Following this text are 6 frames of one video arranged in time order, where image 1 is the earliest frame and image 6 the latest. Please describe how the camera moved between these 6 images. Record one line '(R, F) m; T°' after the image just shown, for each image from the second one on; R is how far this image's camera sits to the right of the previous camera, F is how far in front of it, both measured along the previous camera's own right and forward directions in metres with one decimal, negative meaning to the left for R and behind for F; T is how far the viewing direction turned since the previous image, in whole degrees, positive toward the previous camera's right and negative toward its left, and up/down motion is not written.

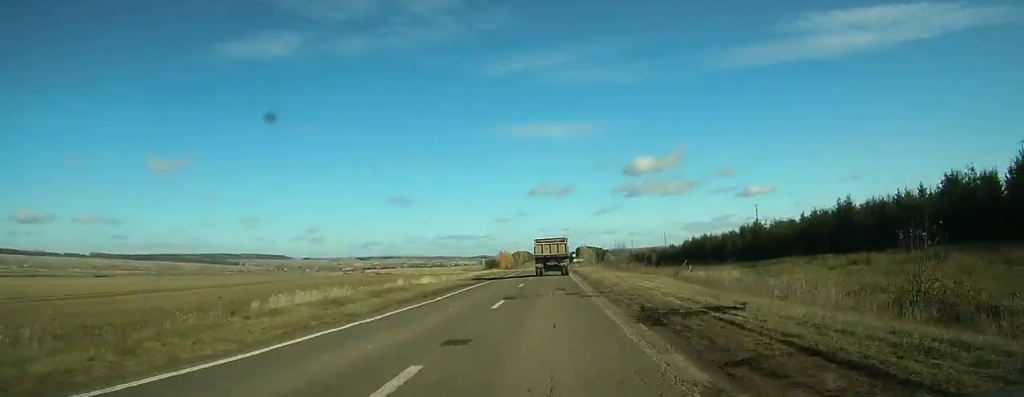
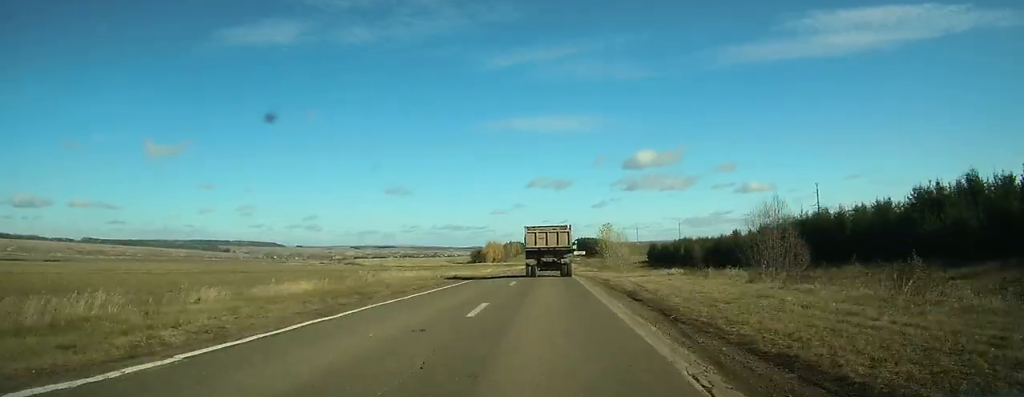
(-0.2, +65.5) m; -1°
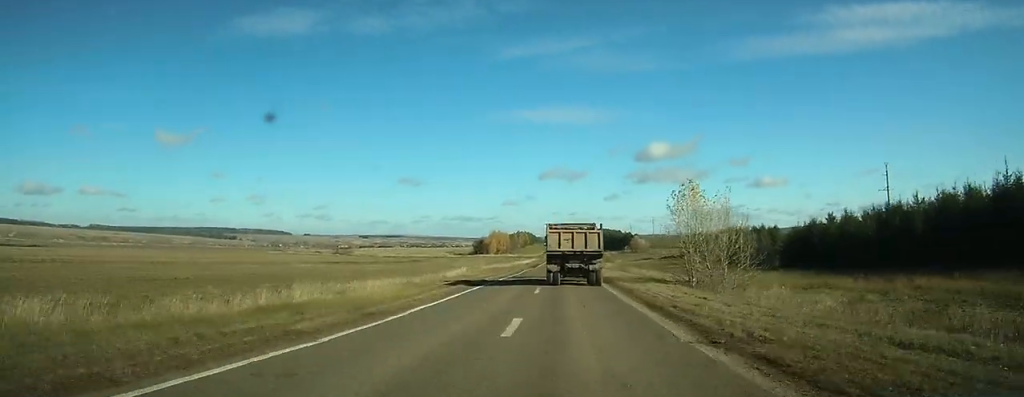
(-0.3, +39.0) m; 0°
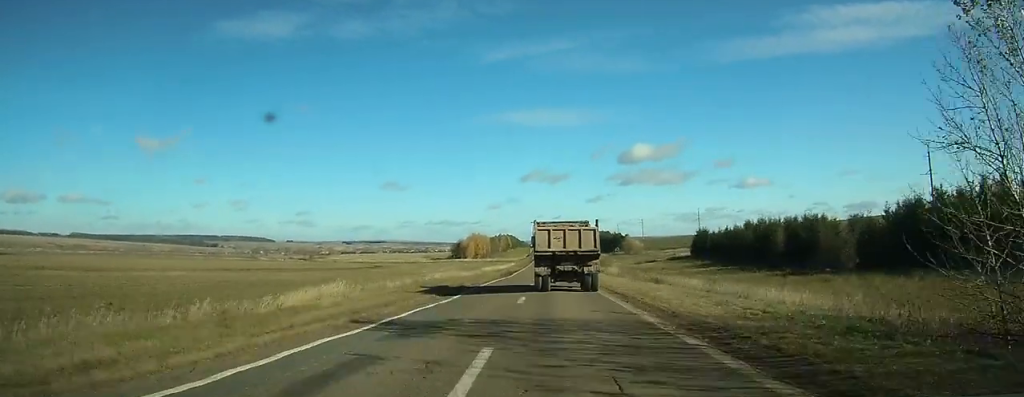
(0.0, +29.2) m; 0°
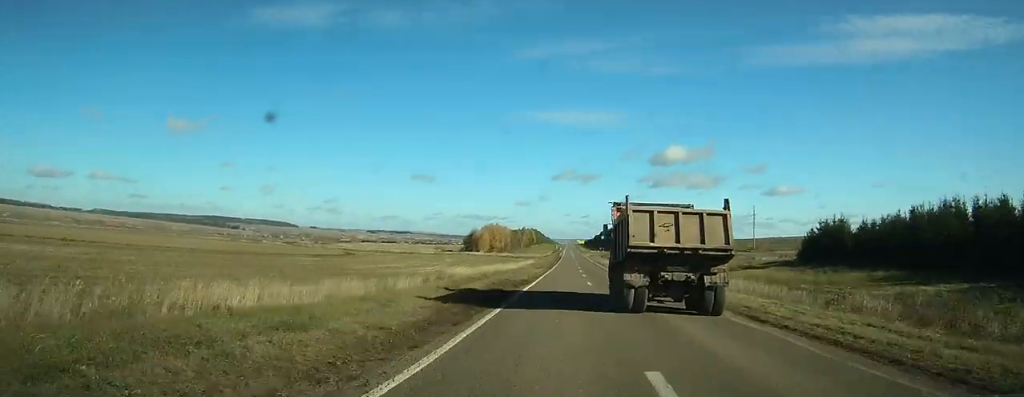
(-0.2, +49.8) m; 0°
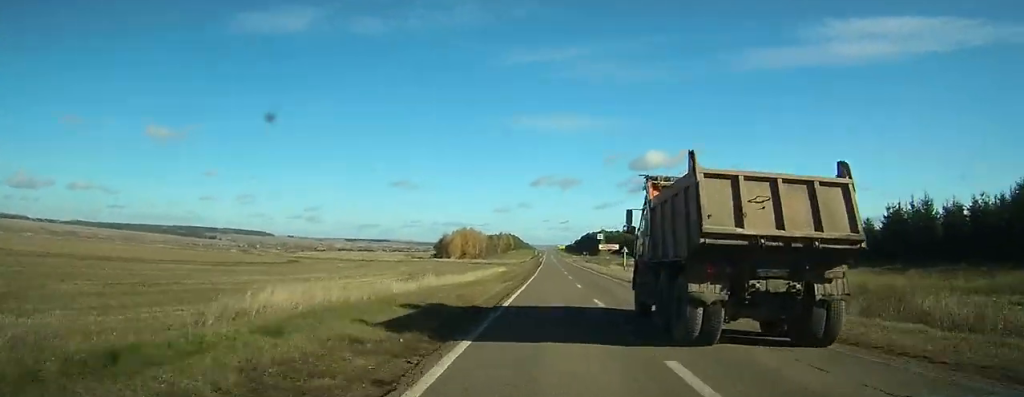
(+0.1, +23.1) m; +1°
